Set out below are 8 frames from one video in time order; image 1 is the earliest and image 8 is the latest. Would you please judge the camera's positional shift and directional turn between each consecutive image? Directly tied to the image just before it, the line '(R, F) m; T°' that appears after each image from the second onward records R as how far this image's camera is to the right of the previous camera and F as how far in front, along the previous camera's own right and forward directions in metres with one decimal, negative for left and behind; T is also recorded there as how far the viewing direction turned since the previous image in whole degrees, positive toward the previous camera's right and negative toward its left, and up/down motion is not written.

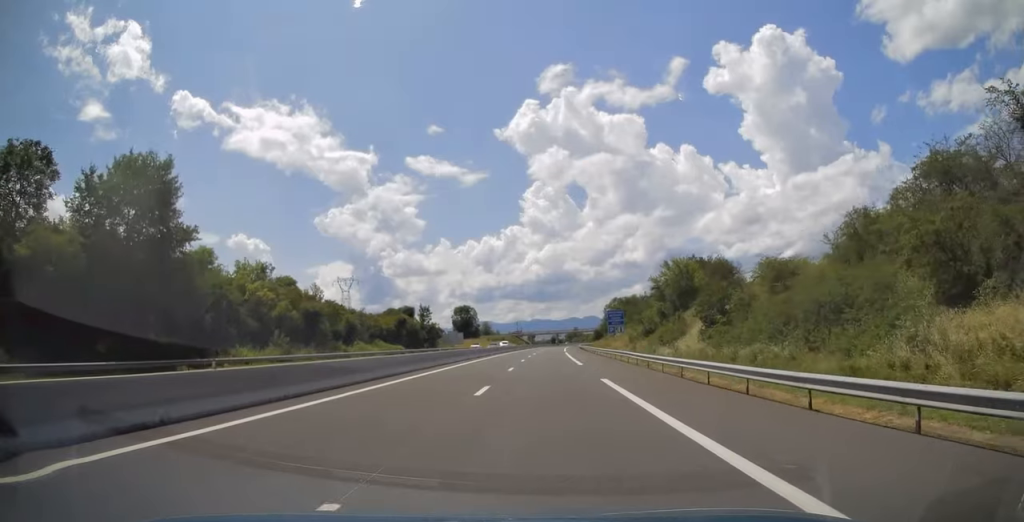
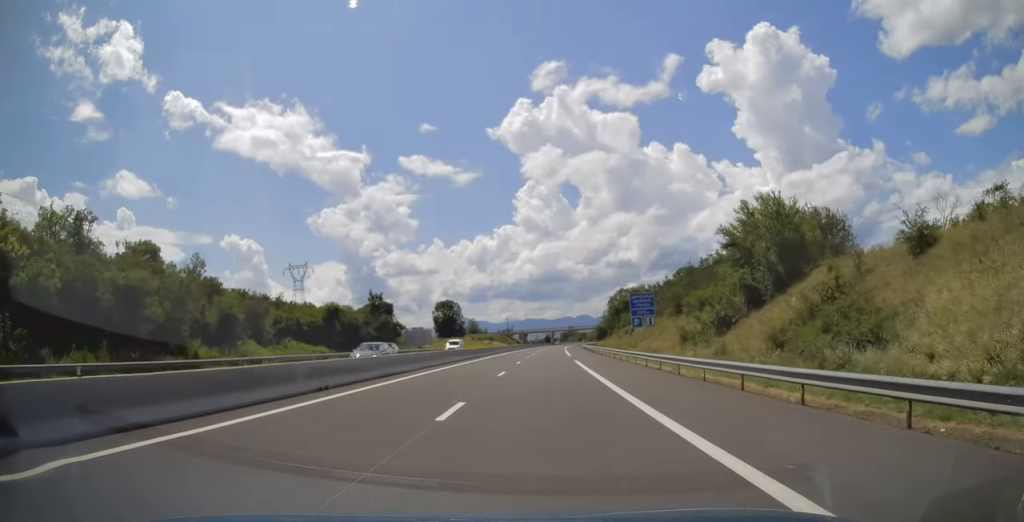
(0.0, +31.8) m; 0°
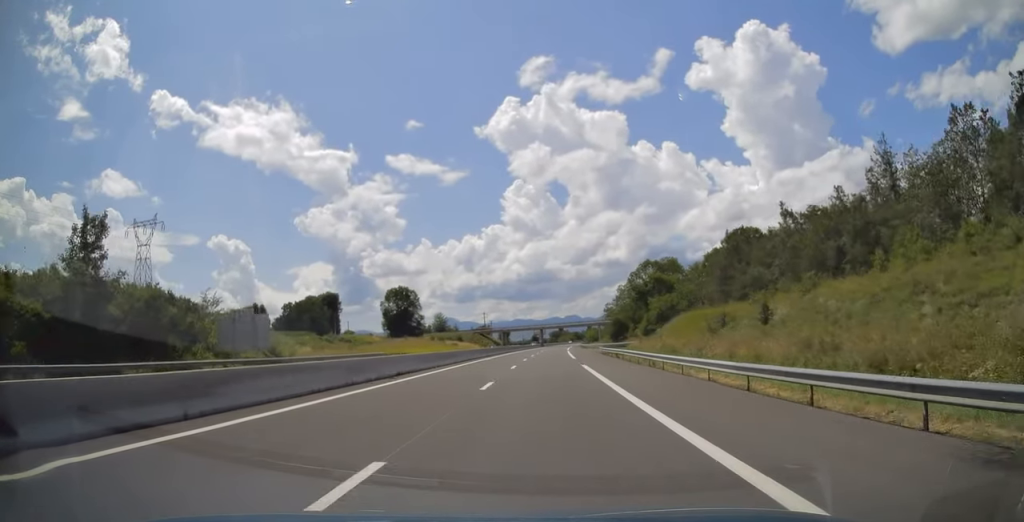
(+0.8, +60.4) m; +1°
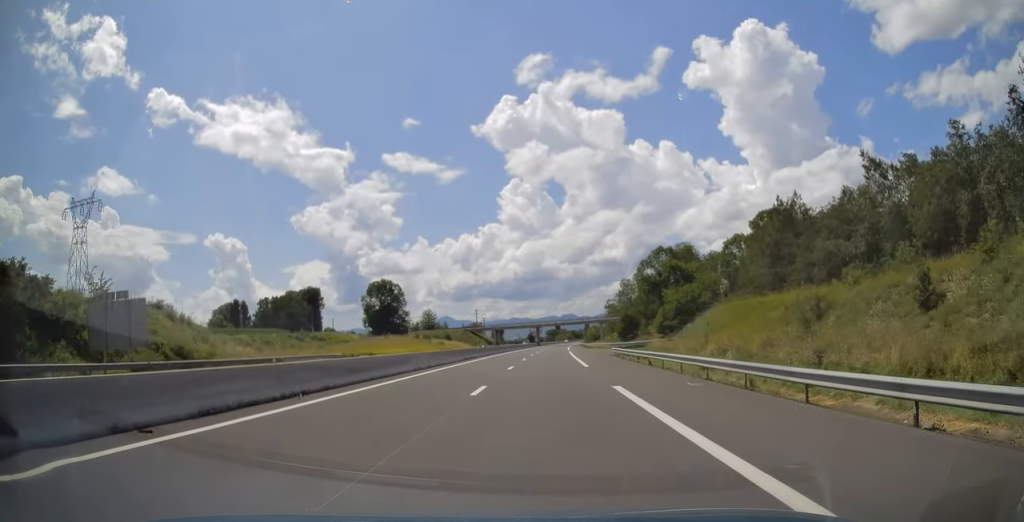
(0.0, +15.6) m; 0°
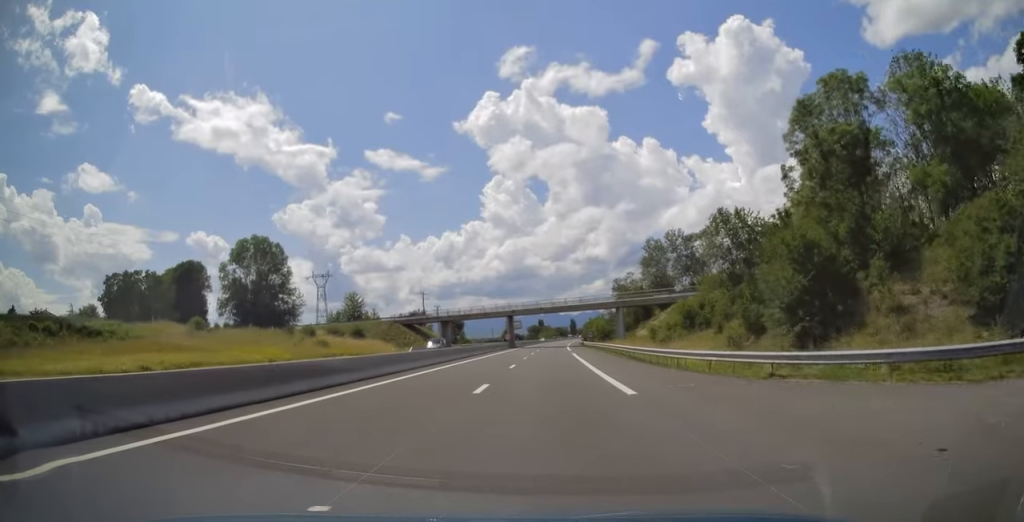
(+0.6, +66.9) m; +2°
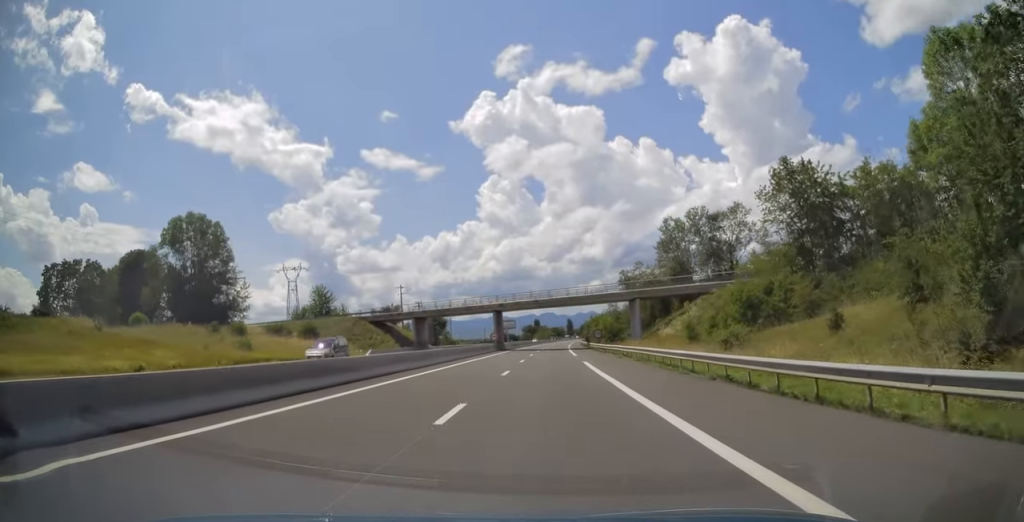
(+0.1, +18.9) m; +1°
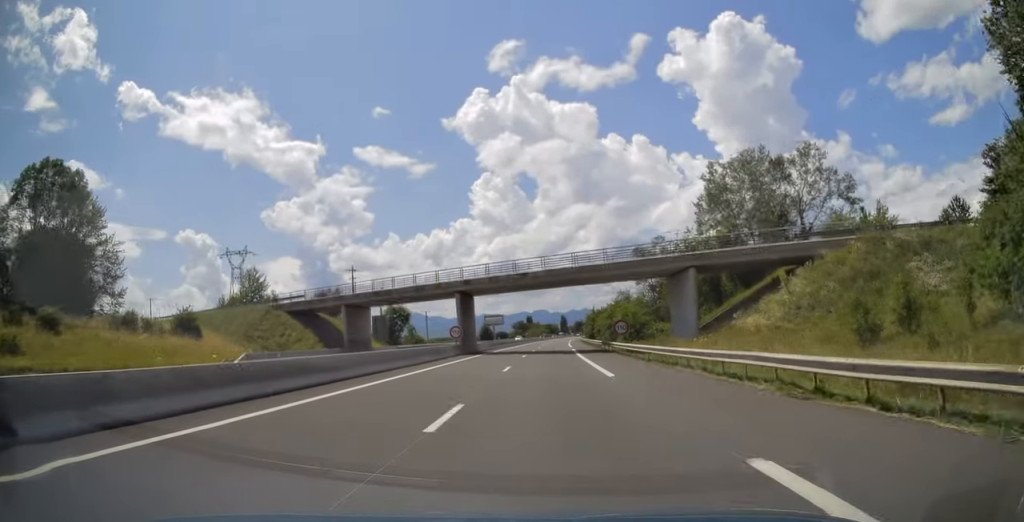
(+0.2, +28.0) m; +1°
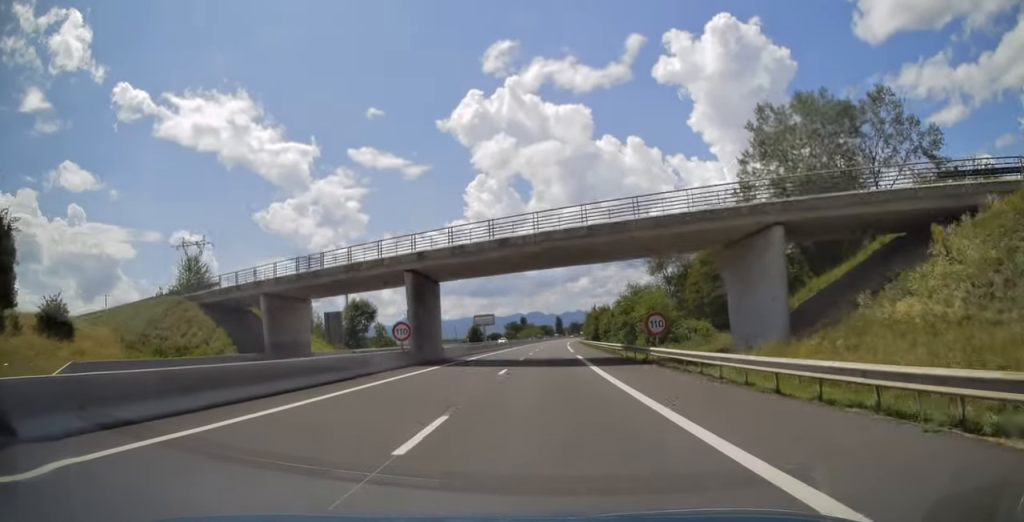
(0.0, +16.6) m; 0°
